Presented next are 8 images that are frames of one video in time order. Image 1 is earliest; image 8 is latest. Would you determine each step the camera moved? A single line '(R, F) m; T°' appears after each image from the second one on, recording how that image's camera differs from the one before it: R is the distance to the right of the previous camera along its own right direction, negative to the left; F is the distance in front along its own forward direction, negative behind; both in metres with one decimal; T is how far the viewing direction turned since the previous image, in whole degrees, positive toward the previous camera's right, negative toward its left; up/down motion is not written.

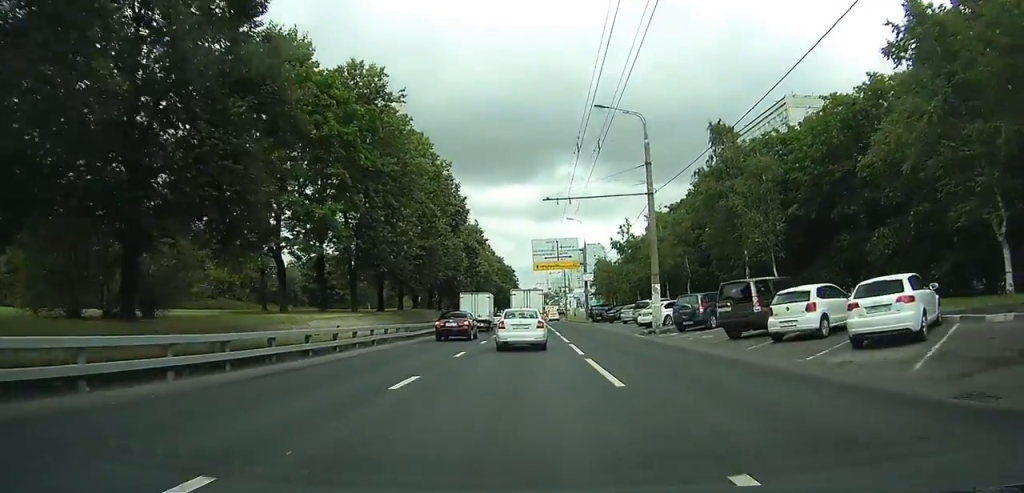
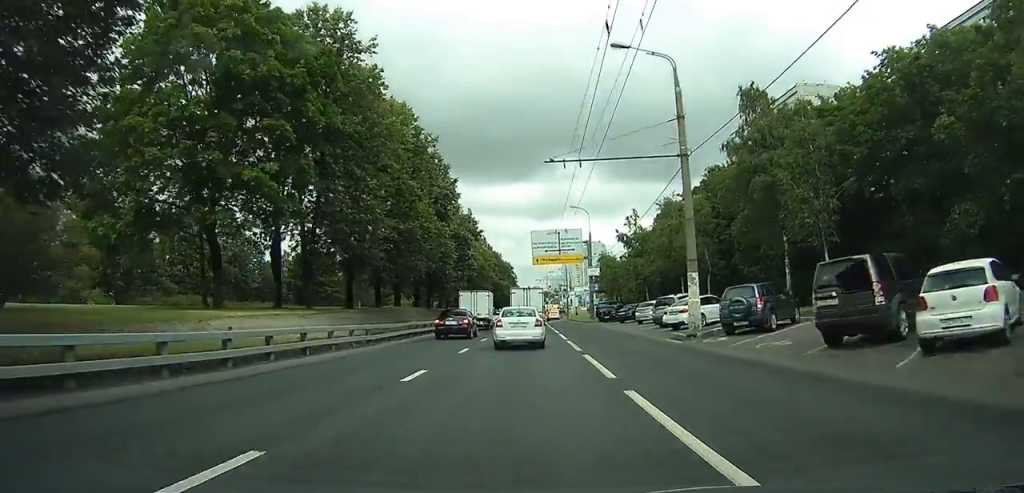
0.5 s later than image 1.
(0.0, +7.0) m; 0°
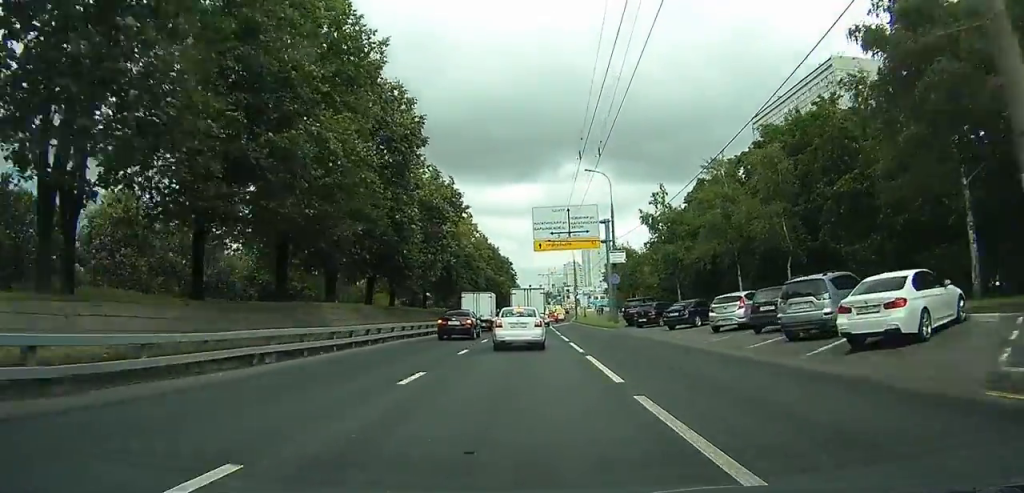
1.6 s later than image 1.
(-0.1, +16.3) m; 0°
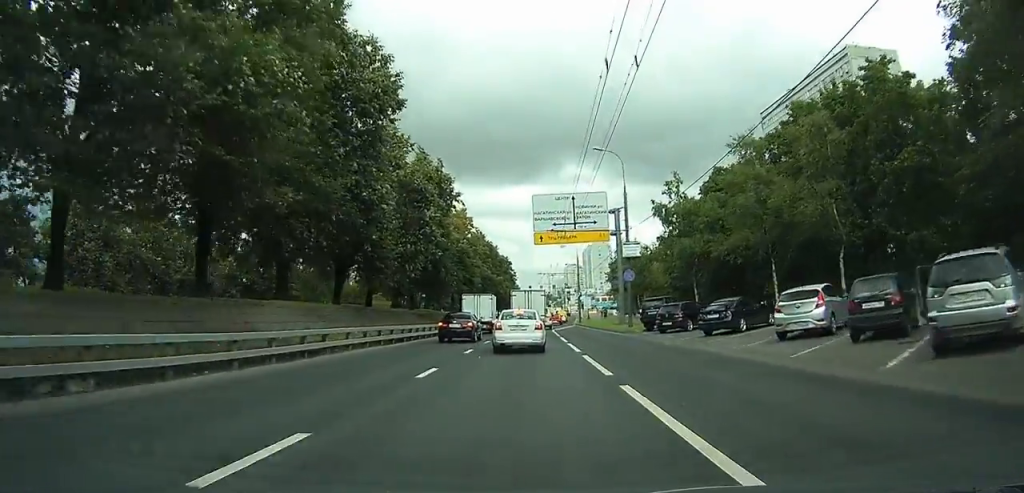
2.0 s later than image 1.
(0.0, +6.4) m; 0°
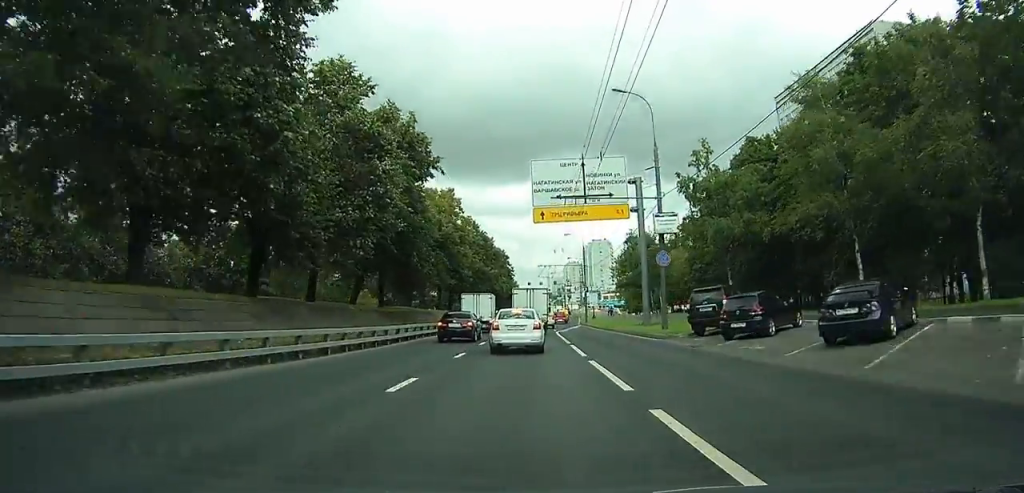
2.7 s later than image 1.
(0.0, +10.3) m; 0°
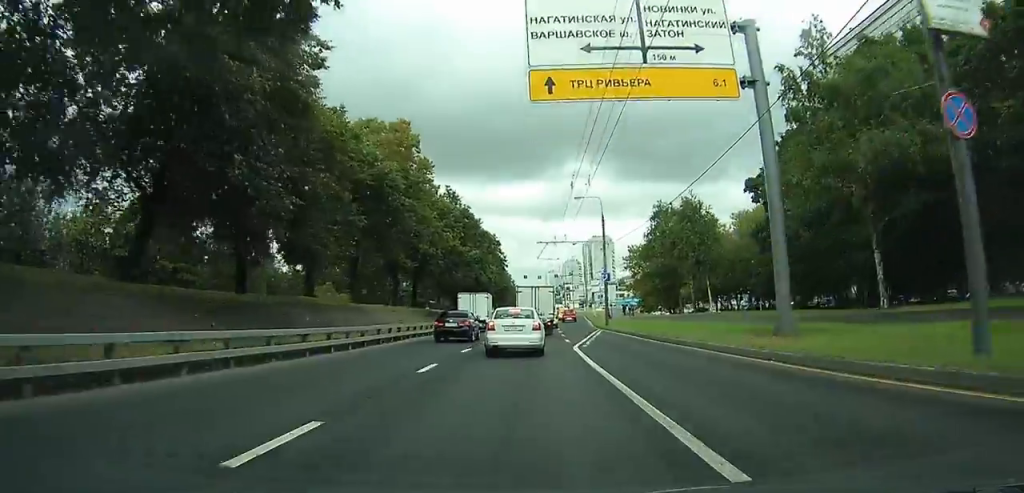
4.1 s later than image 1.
(-0.1, +20.9) m; 0°
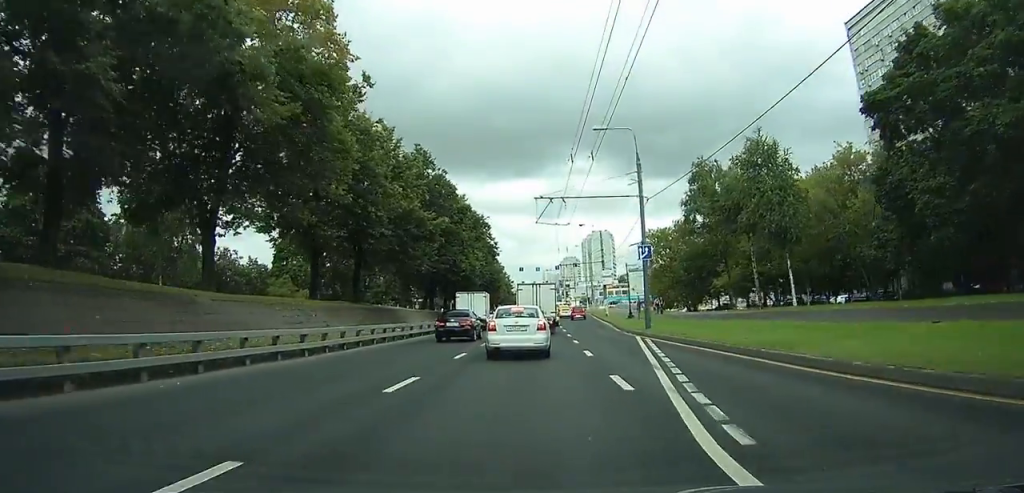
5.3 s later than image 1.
(0.0, +17.1) m; +1°
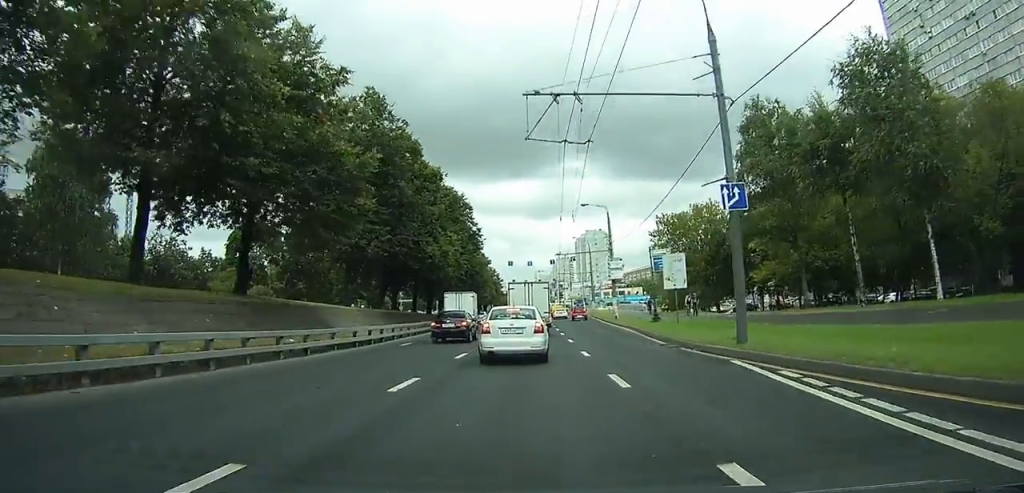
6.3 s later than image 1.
(+0.2, +14.0) m; +1°
